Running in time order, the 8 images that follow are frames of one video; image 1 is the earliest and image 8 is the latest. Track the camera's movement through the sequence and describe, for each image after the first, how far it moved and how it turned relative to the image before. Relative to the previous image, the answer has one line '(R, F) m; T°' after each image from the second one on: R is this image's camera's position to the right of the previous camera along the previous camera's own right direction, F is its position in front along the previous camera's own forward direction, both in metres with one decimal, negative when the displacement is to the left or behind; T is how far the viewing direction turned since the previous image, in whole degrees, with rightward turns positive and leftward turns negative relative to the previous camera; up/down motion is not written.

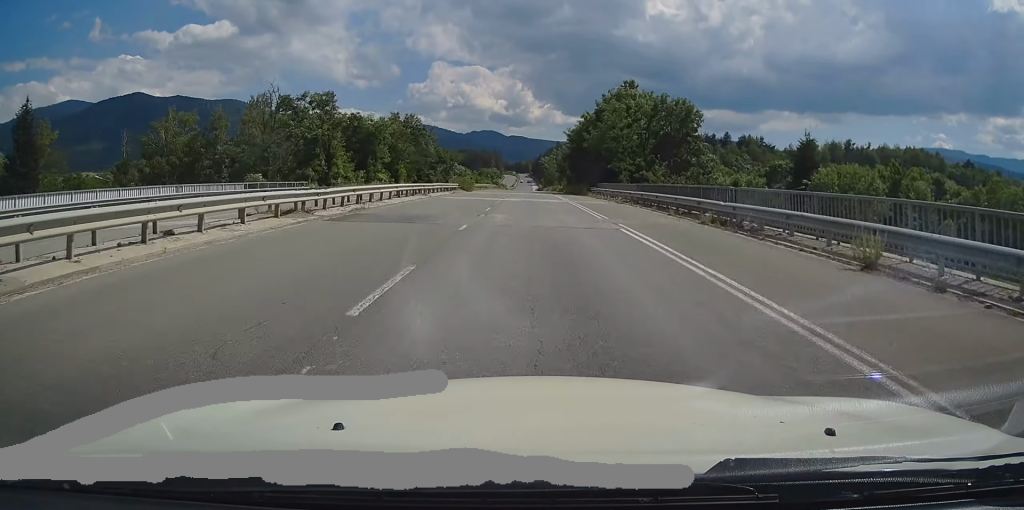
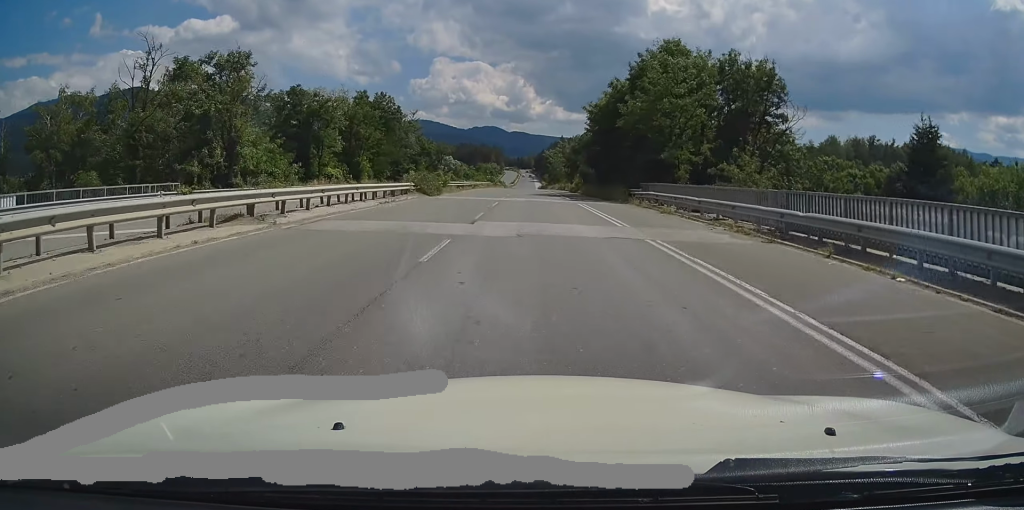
(+0.1, +23.8) m; 0°
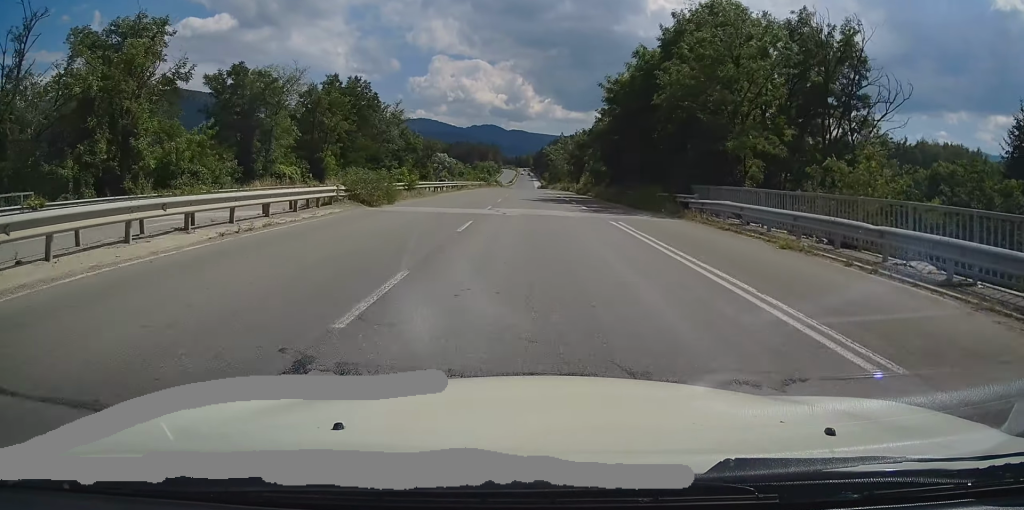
(0.0, +13.0) m; 0°
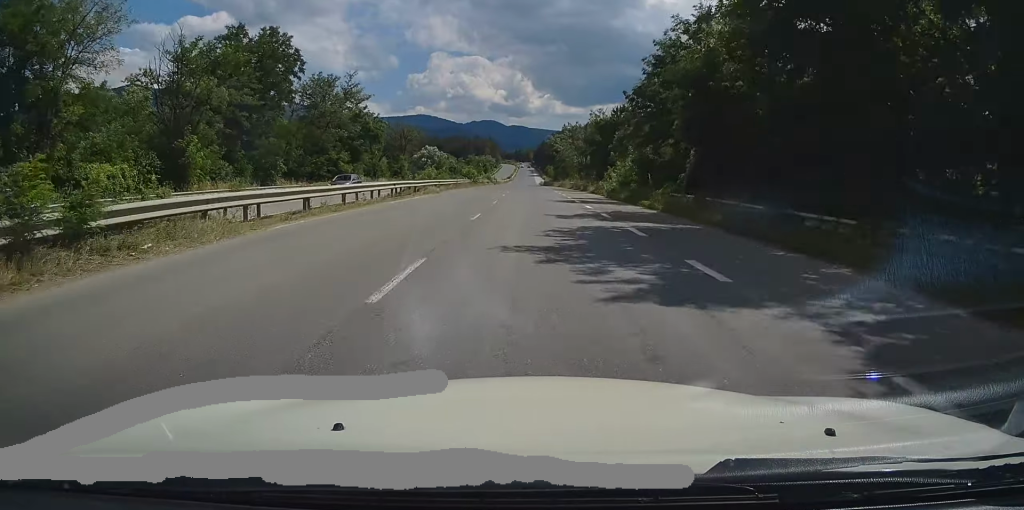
(-0.2, +26.0) m; 0°
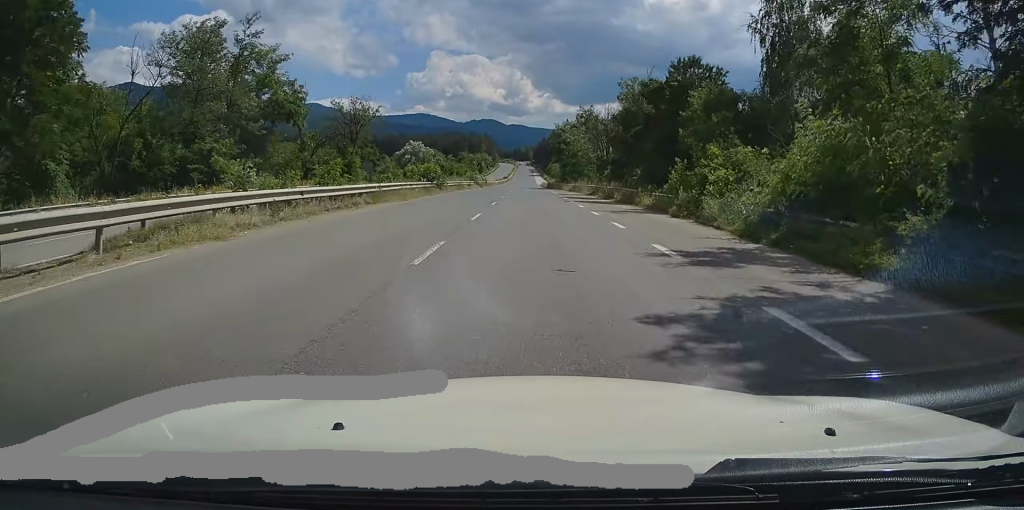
(+0.1, +27.4) m; 0°
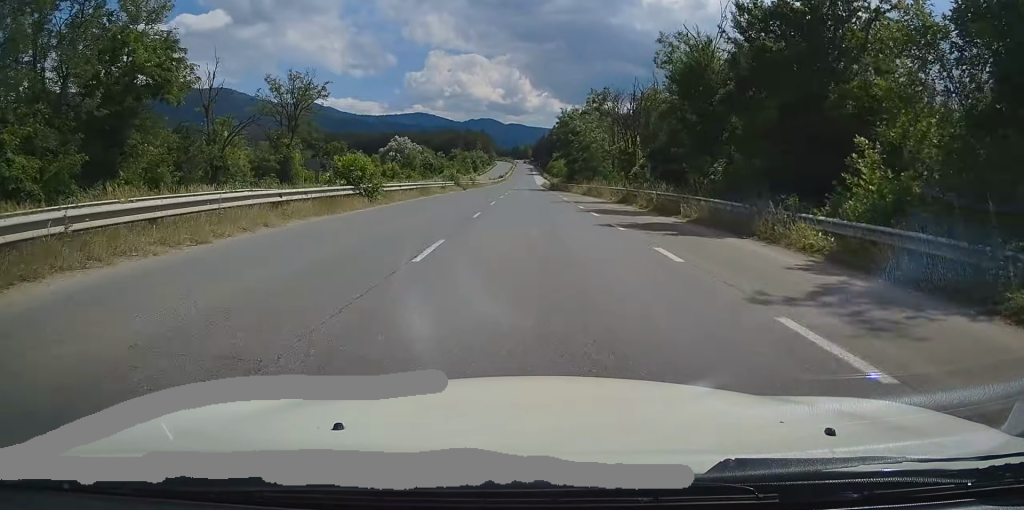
(+0.1, +18.3) m; 0°
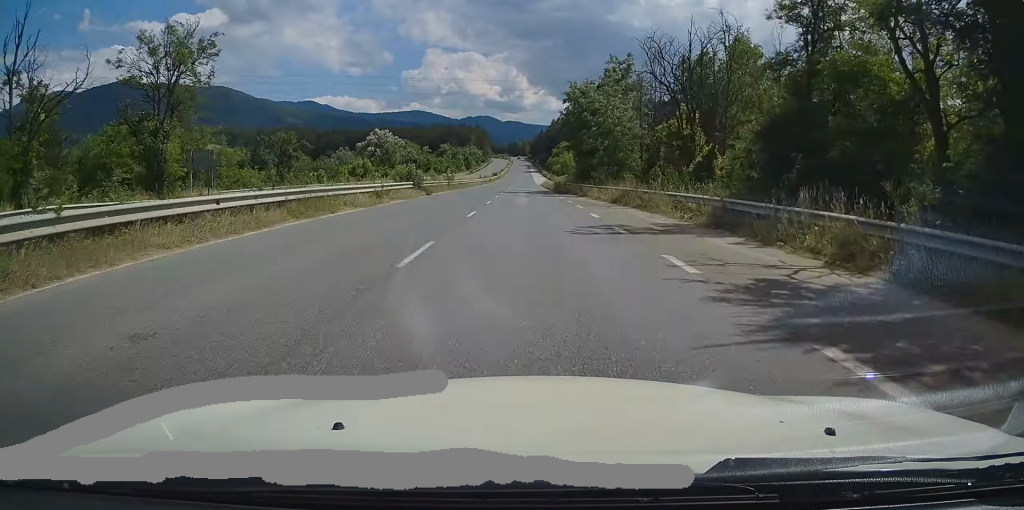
(0.0, +19.2) m; 0°
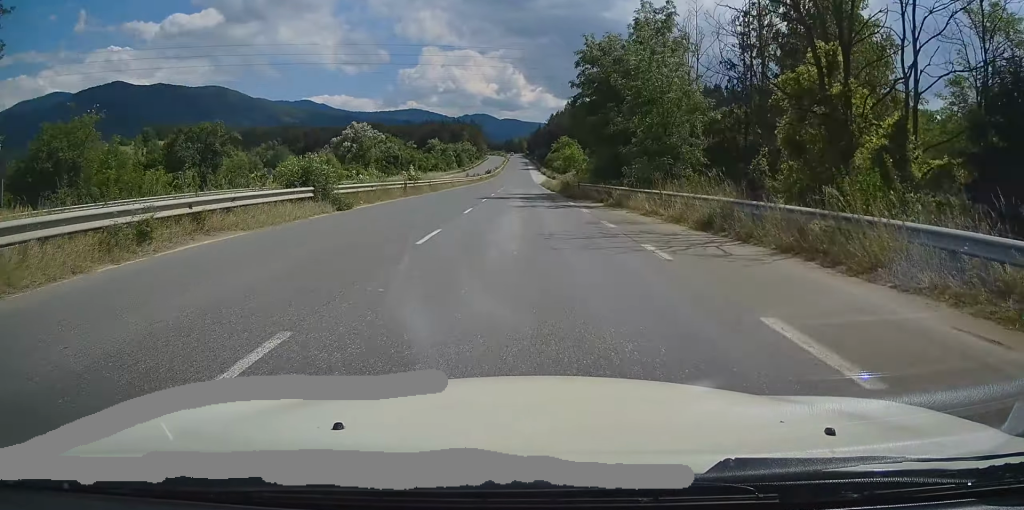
(0.0, +17.0) m; 0°
